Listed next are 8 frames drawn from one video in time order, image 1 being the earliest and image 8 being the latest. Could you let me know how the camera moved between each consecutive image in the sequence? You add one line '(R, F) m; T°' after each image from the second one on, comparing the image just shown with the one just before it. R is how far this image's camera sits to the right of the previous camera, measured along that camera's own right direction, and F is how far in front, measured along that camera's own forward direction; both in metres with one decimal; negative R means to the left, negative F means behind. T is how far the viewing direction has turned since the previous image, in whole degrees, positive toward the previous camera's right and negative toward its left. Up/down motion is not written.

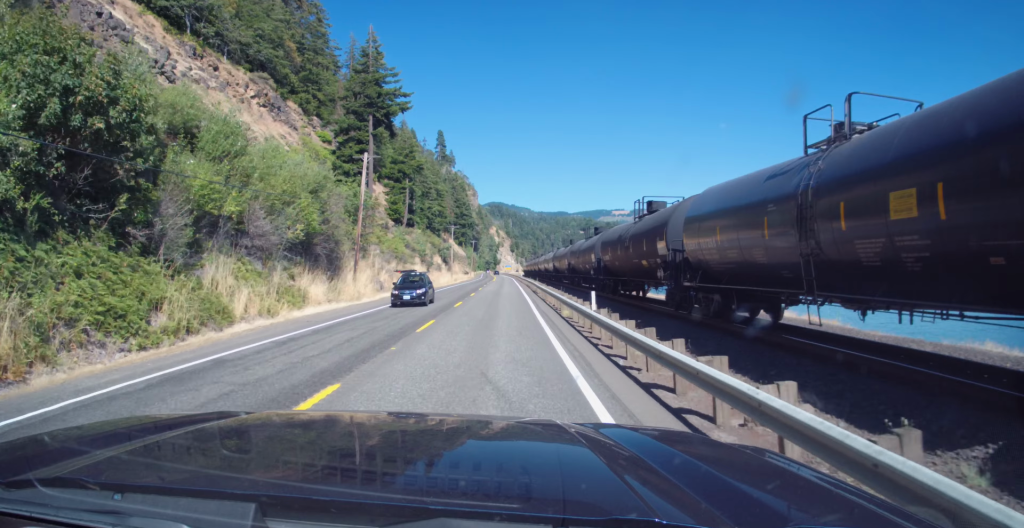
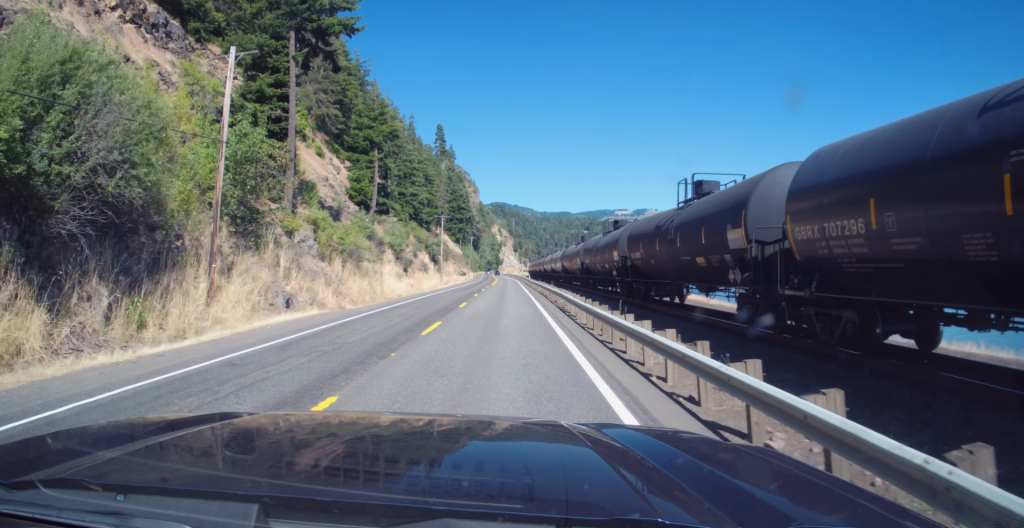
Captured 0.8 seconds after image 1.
(0.0, +24.8) m; -1°
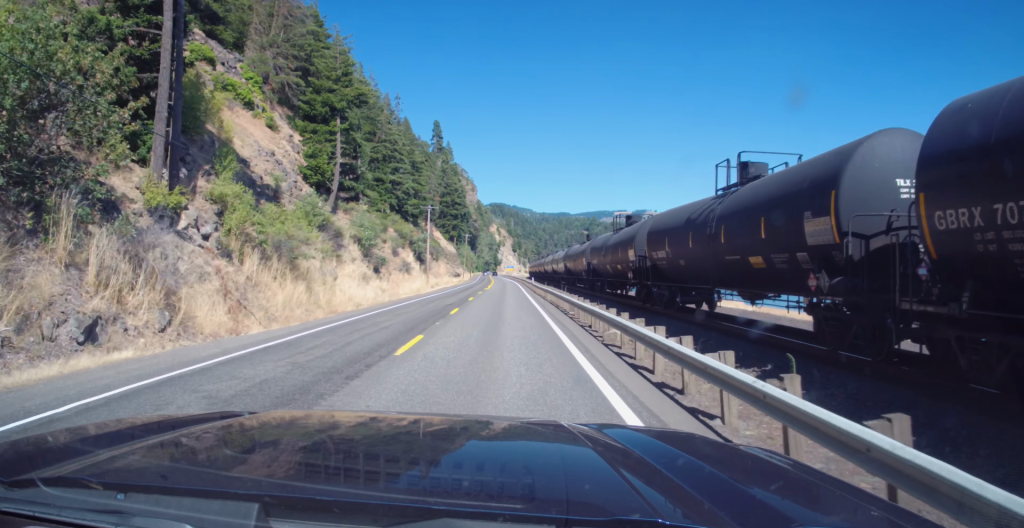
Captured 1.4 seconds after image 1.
(-0.3, +16.2) m; 0°
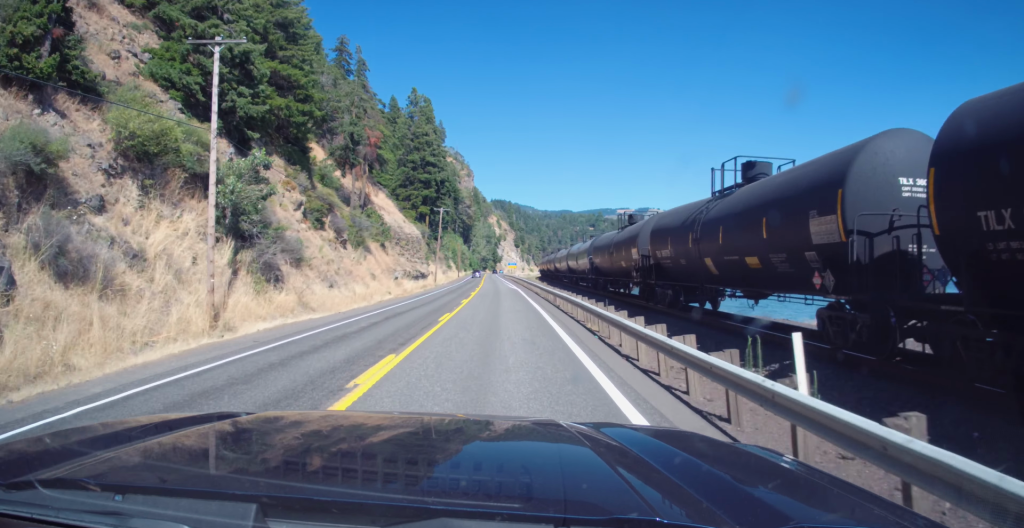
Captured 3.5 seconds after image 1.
(+0.8, +64.7) m; 0°
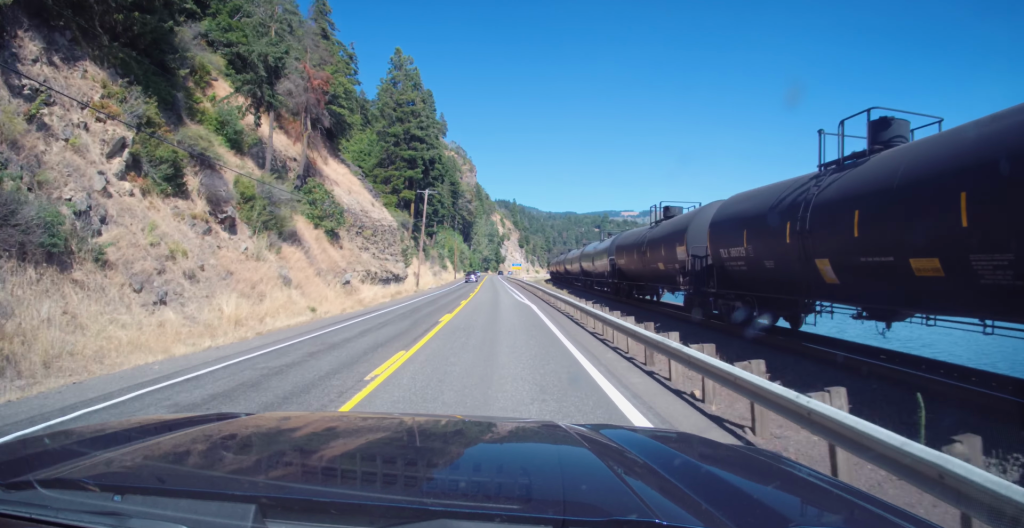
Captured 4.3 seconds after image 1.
(-0.3, +23.8) m; -1°
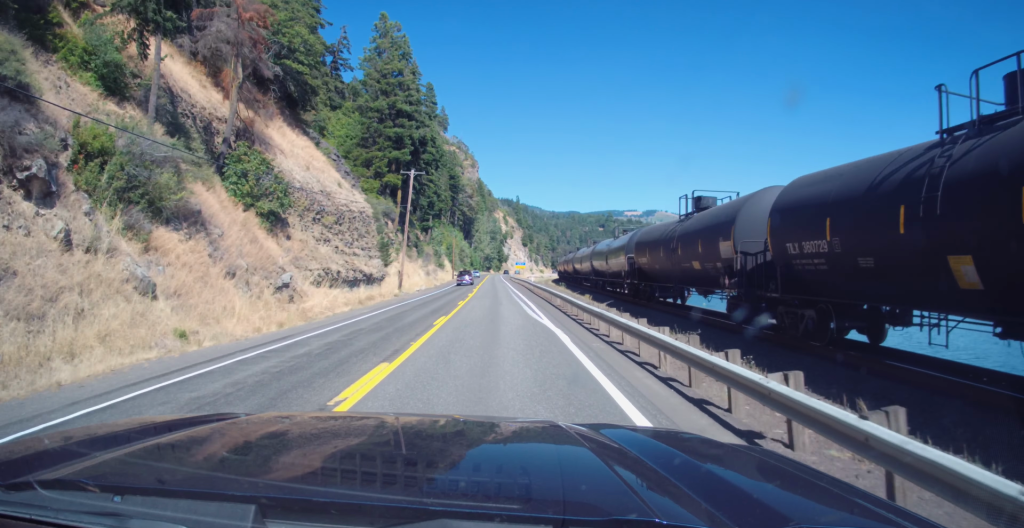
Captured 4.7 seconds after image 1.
(-0.1, +13.7) m; 0°
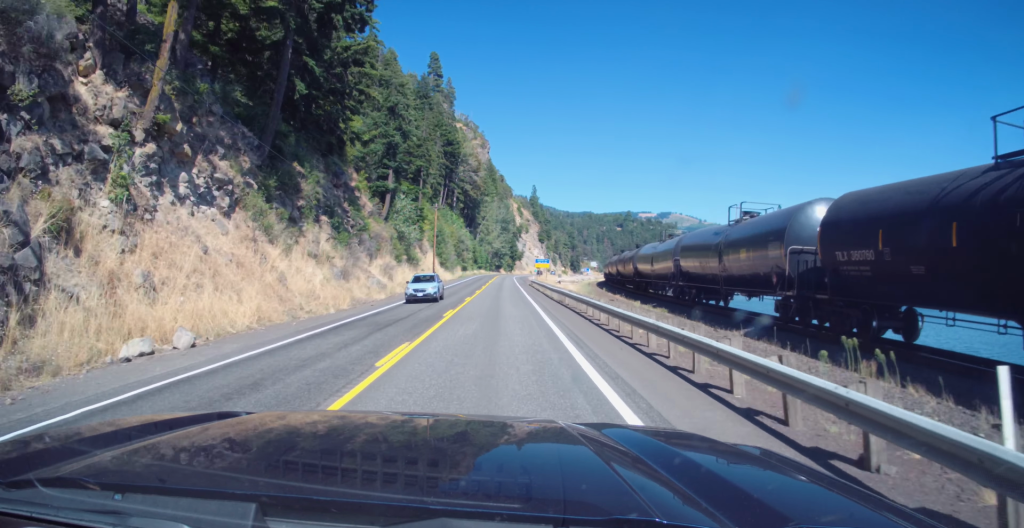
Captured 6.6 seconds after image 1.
(0.0, +58.0) m; 0°
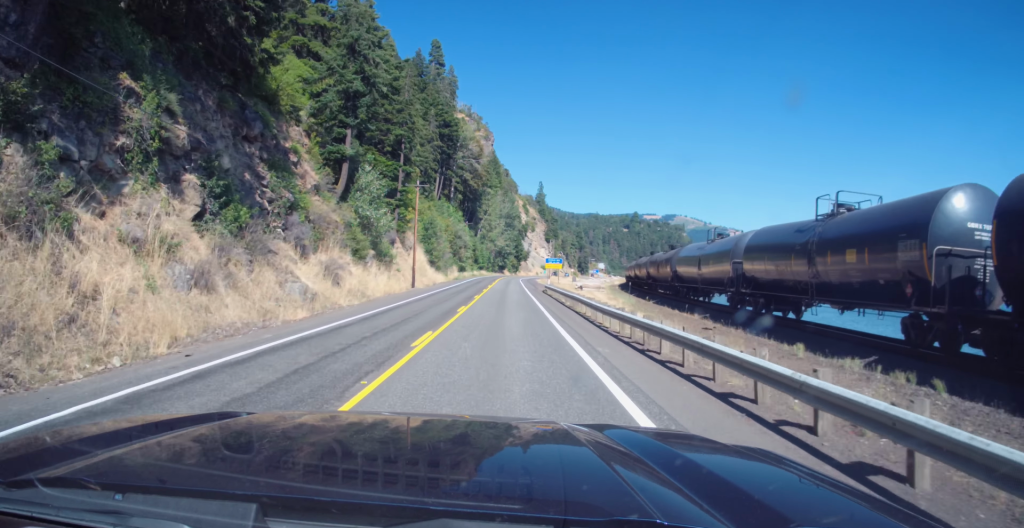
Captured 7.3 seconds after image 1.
(0.0, +22.0) m; -1°
